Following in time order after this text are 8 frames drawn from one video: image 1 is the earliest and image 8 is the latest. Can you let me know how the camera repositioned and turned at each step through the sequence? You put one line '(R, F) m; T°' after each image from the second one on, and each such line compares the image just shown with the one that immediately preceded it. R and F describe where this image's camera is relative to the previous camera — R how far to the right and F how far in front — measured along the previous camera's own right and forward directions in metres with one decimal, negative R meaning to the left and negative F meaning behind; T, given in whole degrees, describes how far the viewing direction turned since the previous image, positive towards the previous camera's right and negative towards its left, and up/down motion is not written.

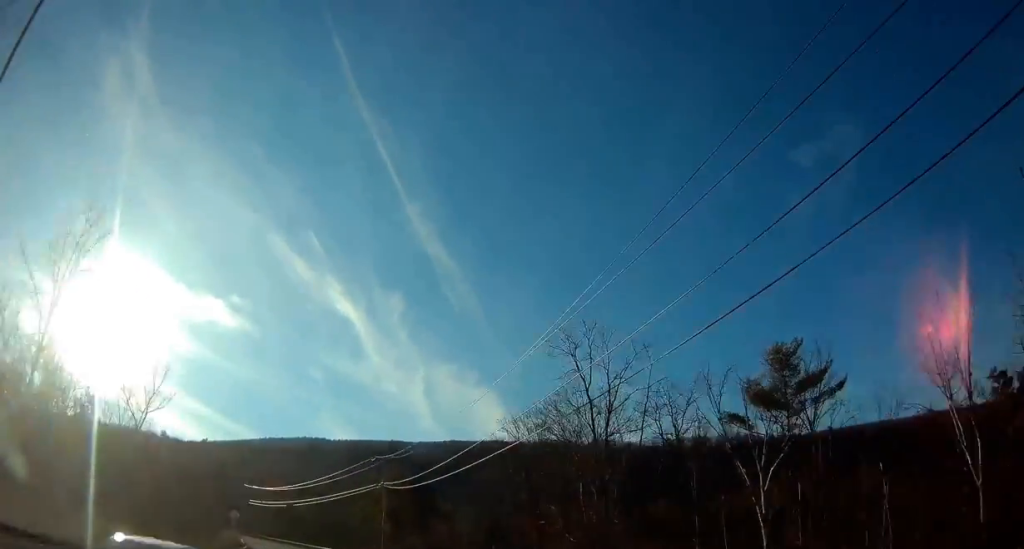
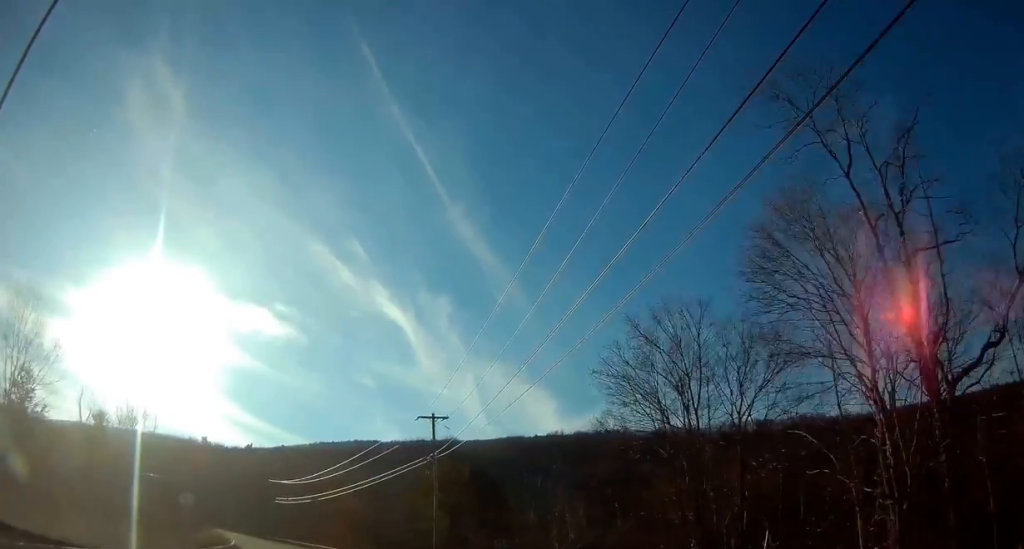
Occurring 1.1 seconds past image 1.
(-0.8, +21.0) m; -3°
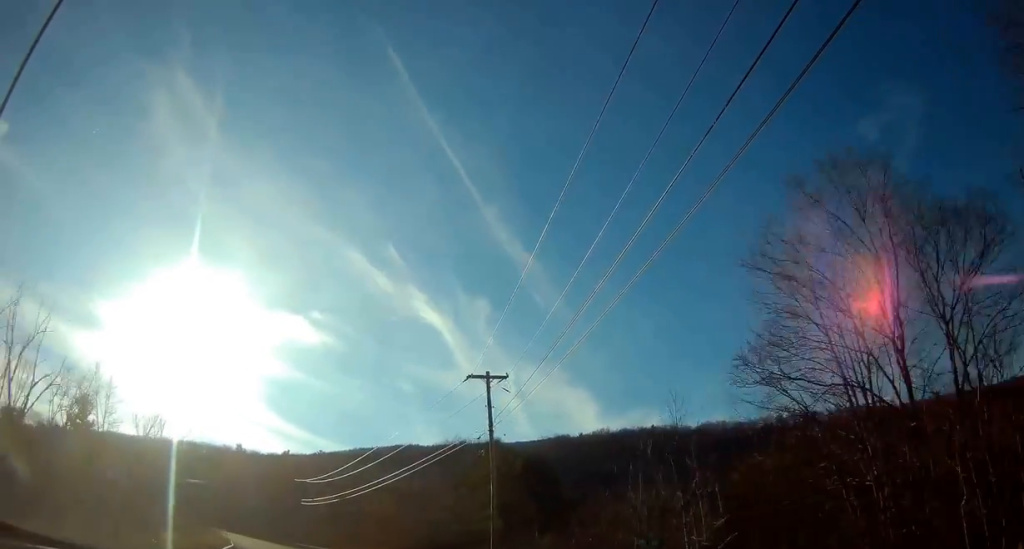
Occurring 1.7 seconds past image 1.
(-0.2, +11.7) m; -3°
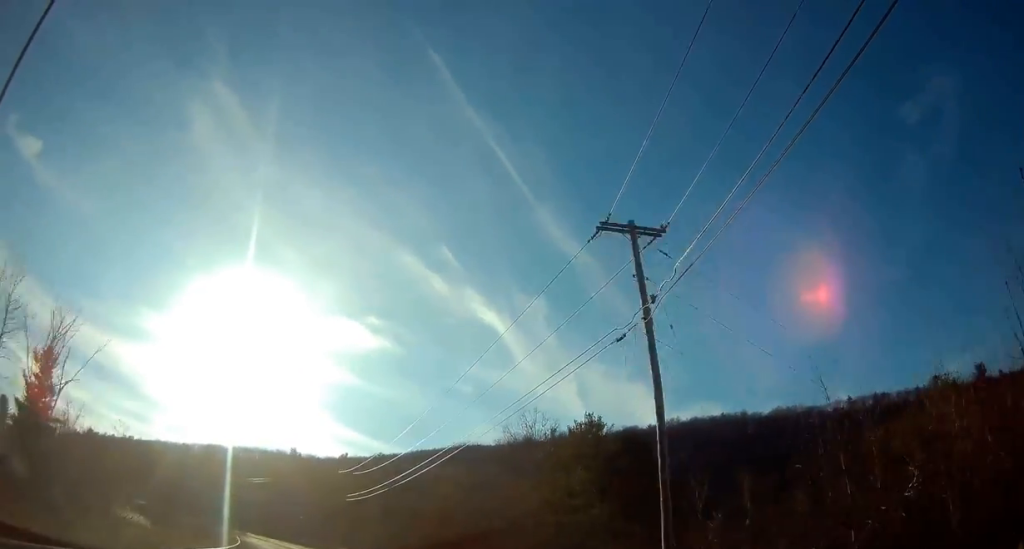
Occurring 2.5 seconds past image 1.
(-0.6, +16.1) m; -6°
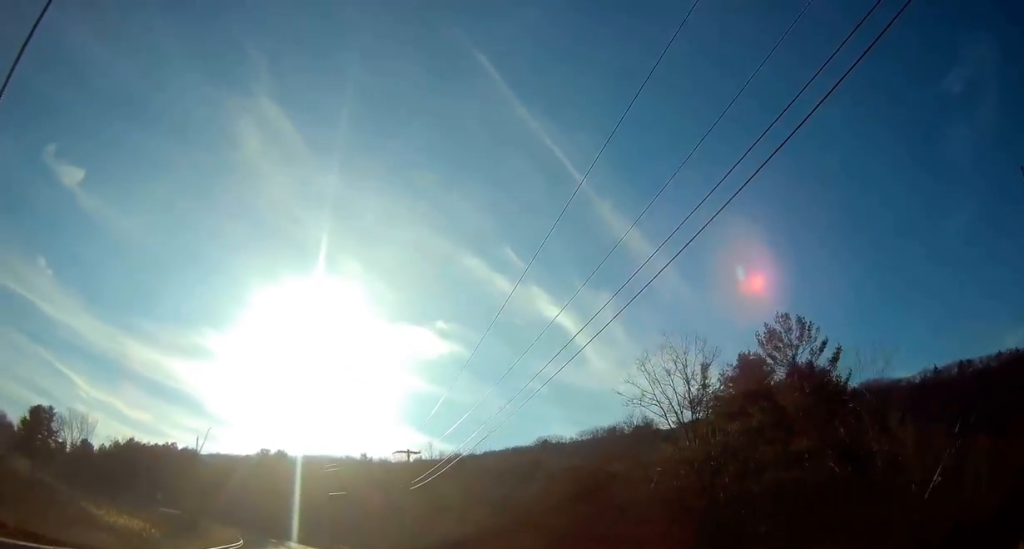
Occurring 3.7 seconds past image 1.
(-1.9, +23.2) m; -9°
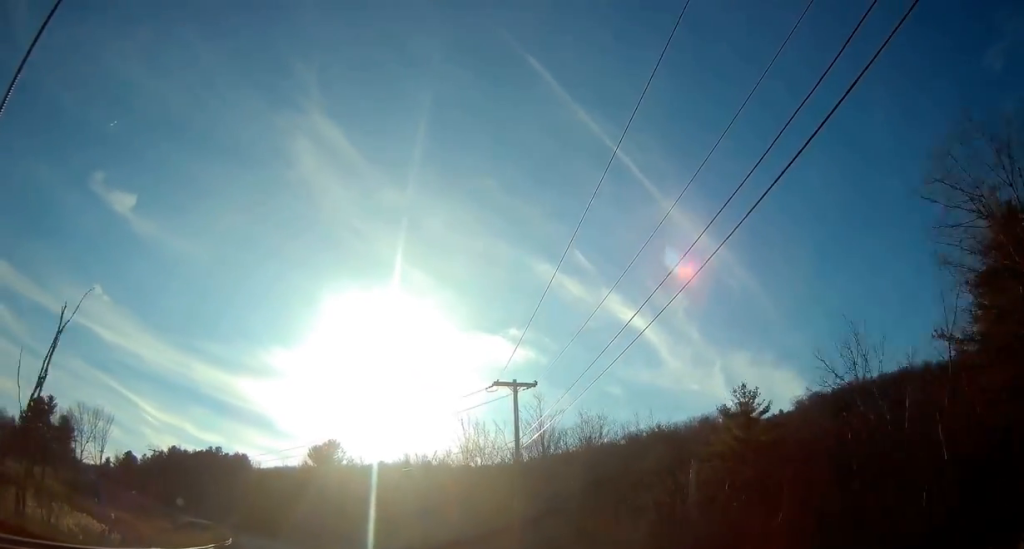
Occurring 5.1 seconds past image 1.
(-1.9, +27.2) m; -7°
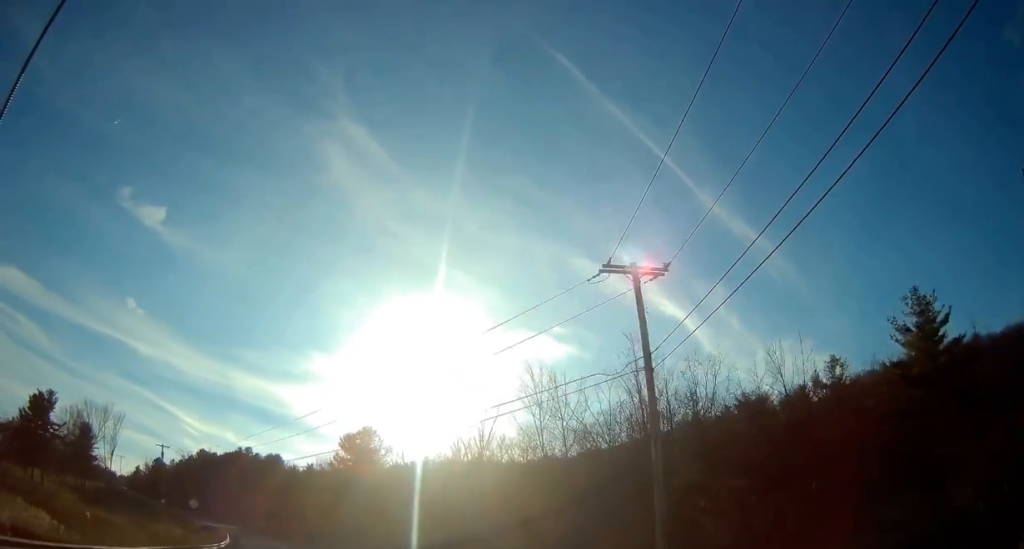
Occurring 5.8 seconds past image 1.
(-0.4, +13.7) m; -4°
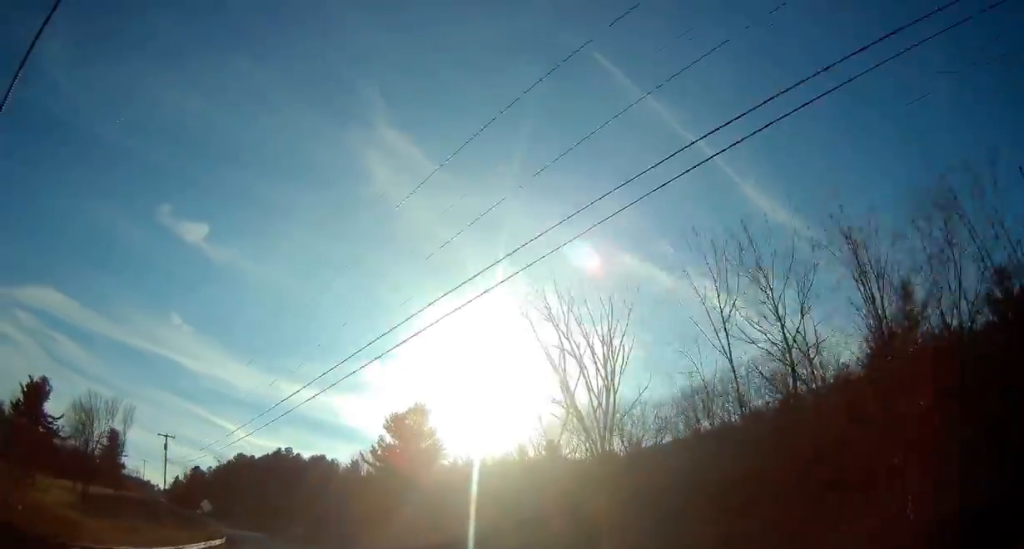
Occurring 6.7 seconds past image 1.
(-0.9, +17.5) m; -6°
